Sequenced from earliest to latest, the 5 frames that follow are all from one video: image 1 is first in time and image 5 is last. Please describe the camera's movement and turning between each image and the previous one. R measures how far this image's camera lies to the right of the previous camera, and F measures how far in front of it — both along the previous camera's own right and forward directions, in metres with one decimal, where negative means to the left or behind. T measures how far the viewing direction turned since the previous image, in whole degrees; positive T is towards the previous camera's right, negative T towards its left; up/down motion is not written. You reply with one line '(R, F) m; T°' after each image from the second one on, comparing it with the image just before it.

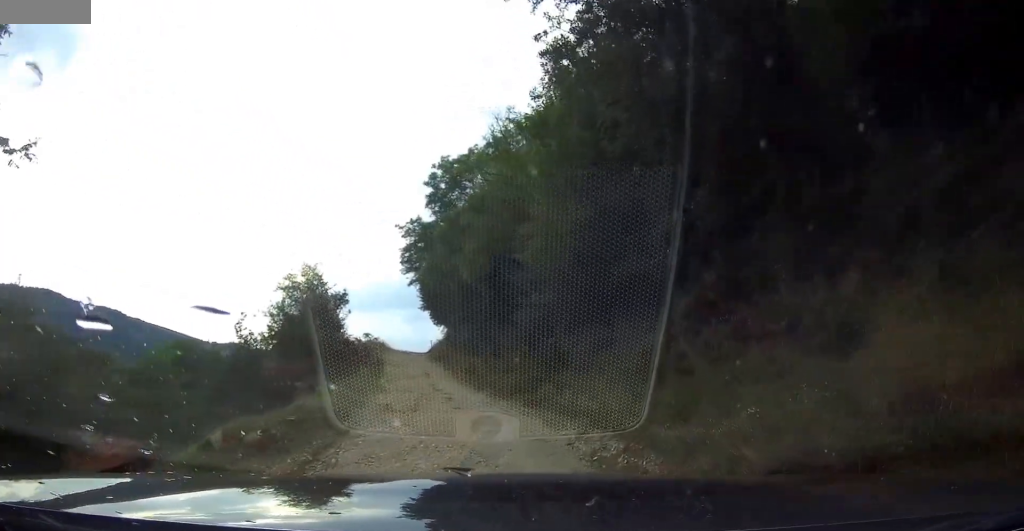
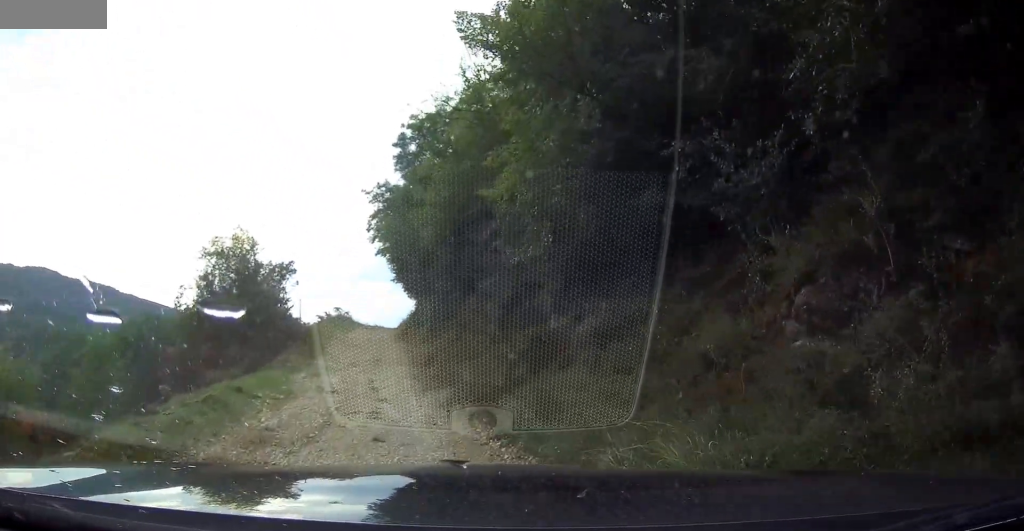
(0.0, +5.0) m; 0°
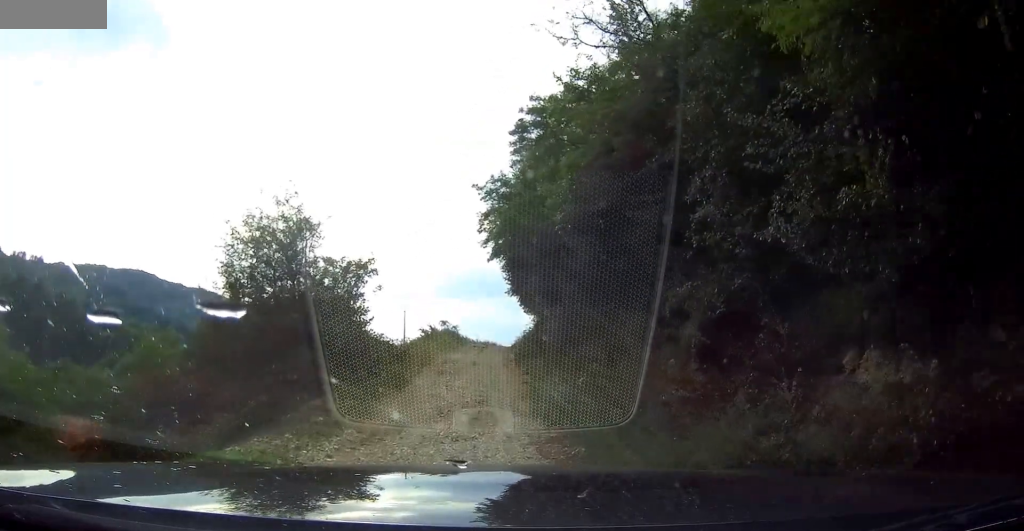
(0.0, +5.4) m; -1°
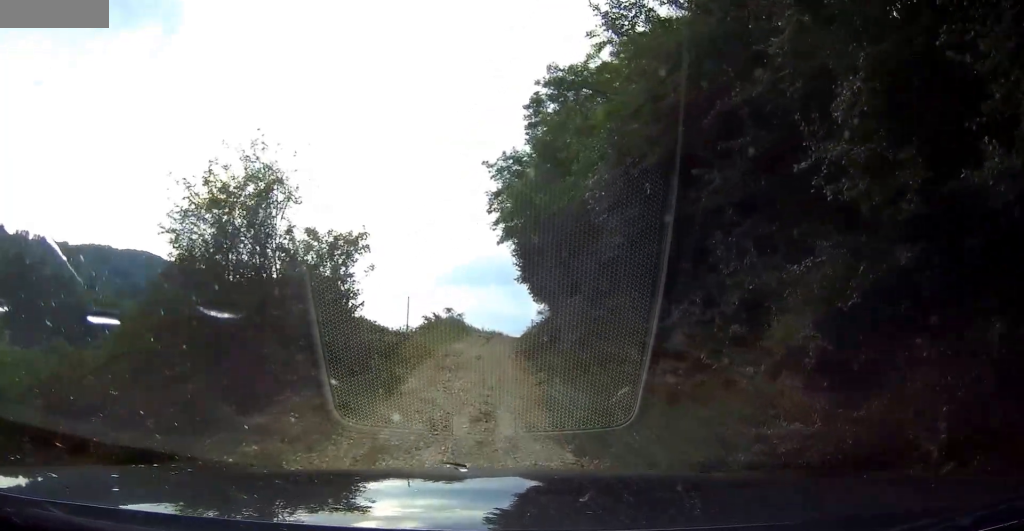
(0.0, +2.2) m; 0°
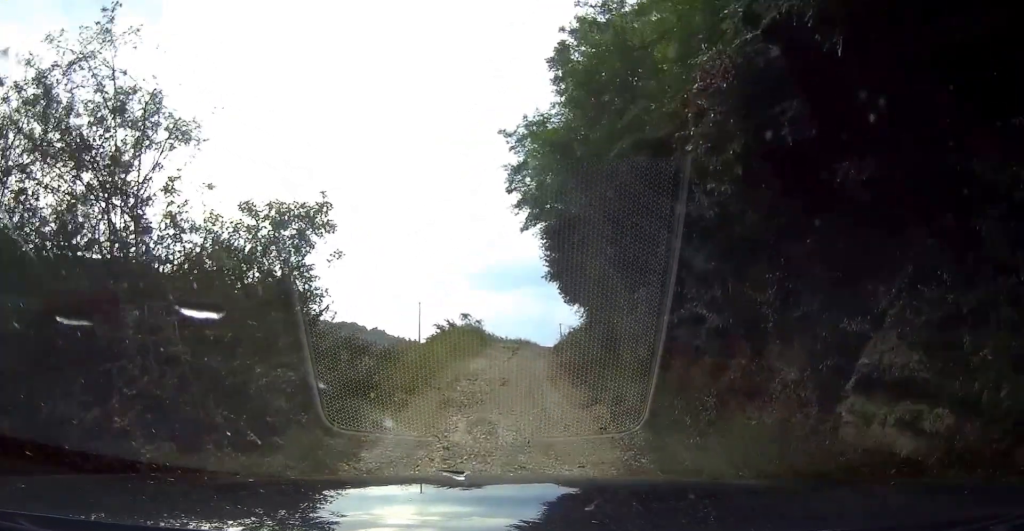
(0.0, +3.9) m; 0°
